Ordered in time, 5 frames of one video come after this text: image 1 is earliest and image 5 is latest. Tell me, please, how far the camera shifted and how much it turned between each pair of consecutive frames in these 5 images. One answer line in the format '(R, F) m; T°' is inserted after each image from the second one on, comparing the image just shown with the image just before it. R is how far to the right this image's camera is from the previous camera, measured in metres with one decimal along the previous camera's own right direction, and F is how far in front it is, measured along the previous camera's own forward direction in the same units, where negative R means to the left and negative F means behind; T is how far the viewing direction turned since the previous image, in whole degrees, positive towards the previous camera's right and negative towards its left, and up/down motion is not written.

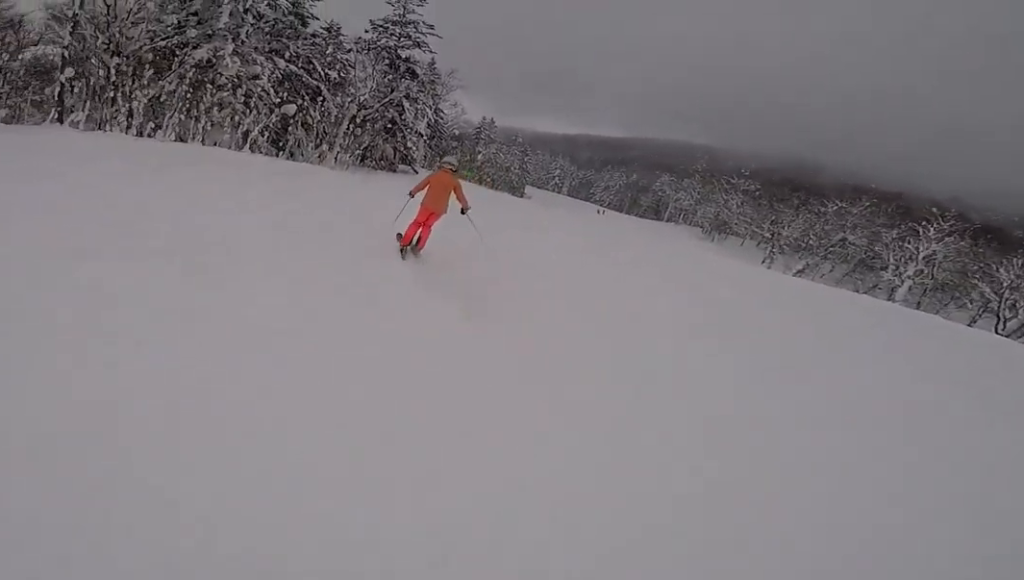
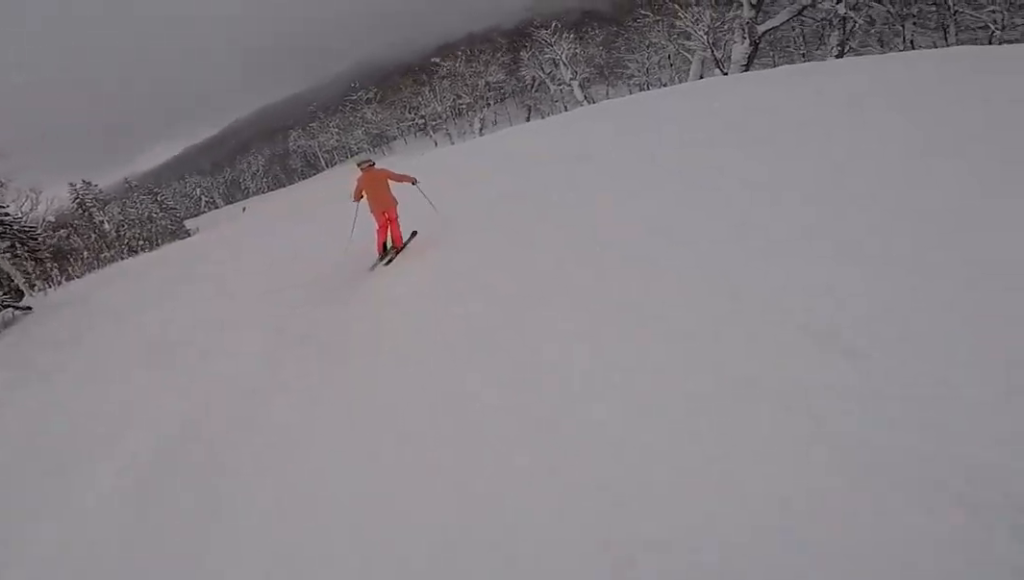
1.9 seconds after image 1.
(+2.2, +15.7) m; +19°
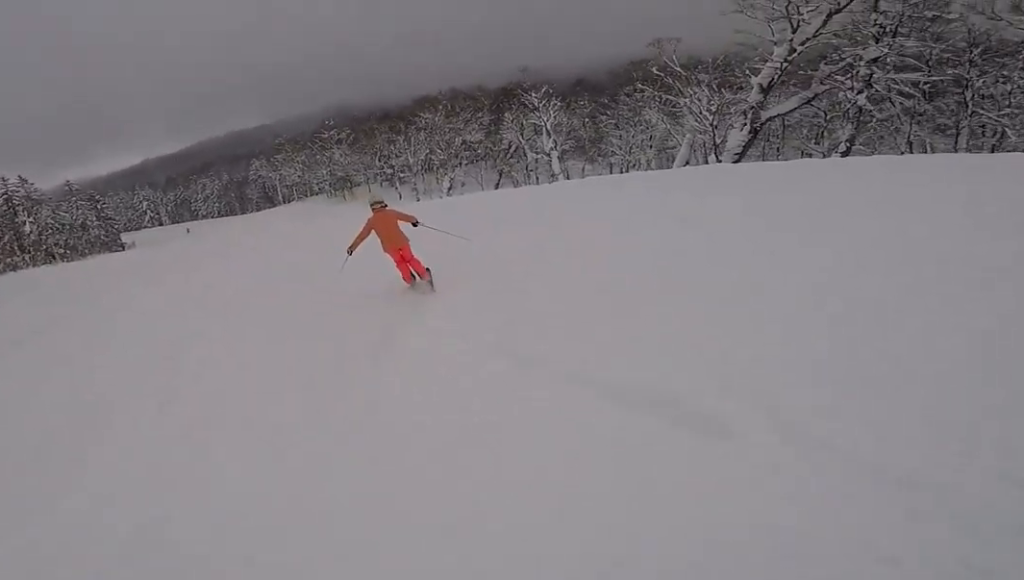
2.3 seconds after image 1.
(+0.2, +4.3) m; -6°
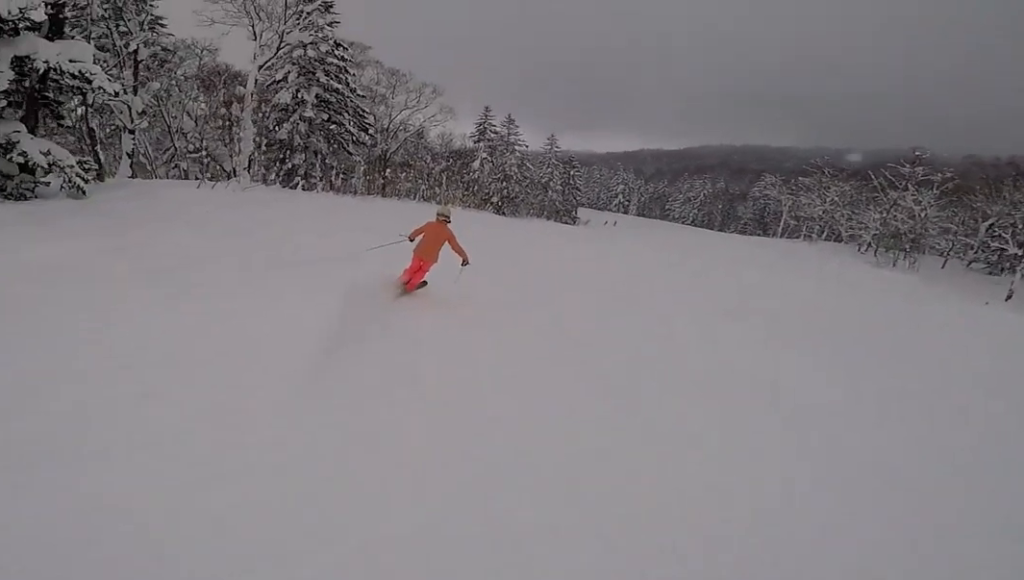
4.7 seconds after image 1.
(-6.0, +19.2) m; -16°
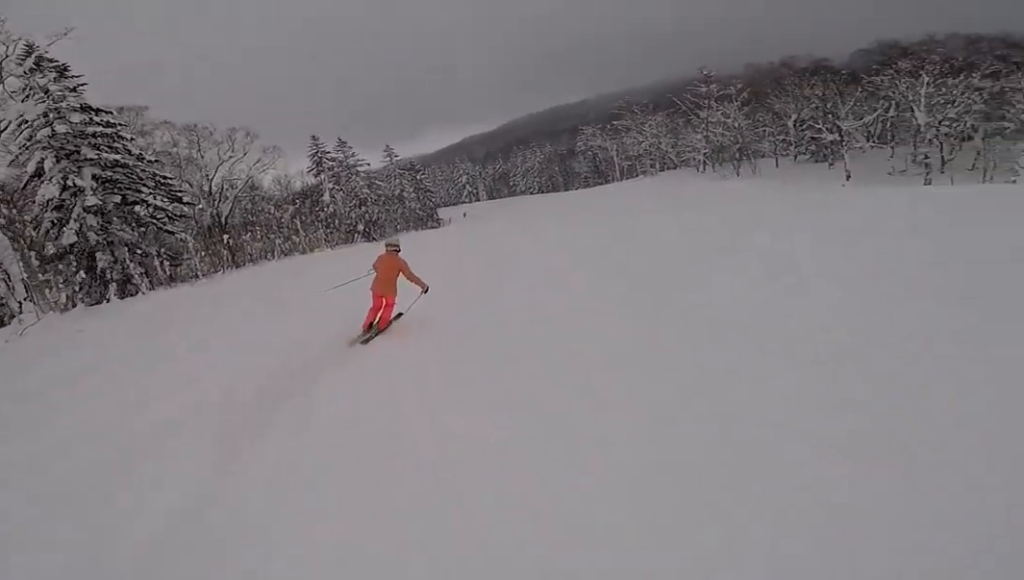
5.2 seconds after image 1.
(+0.5, +4.6) m; +7°
